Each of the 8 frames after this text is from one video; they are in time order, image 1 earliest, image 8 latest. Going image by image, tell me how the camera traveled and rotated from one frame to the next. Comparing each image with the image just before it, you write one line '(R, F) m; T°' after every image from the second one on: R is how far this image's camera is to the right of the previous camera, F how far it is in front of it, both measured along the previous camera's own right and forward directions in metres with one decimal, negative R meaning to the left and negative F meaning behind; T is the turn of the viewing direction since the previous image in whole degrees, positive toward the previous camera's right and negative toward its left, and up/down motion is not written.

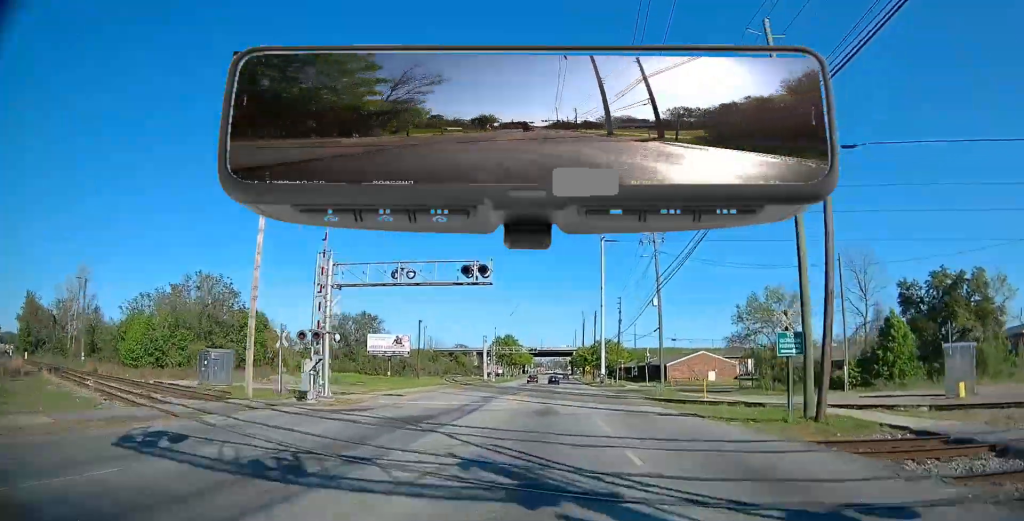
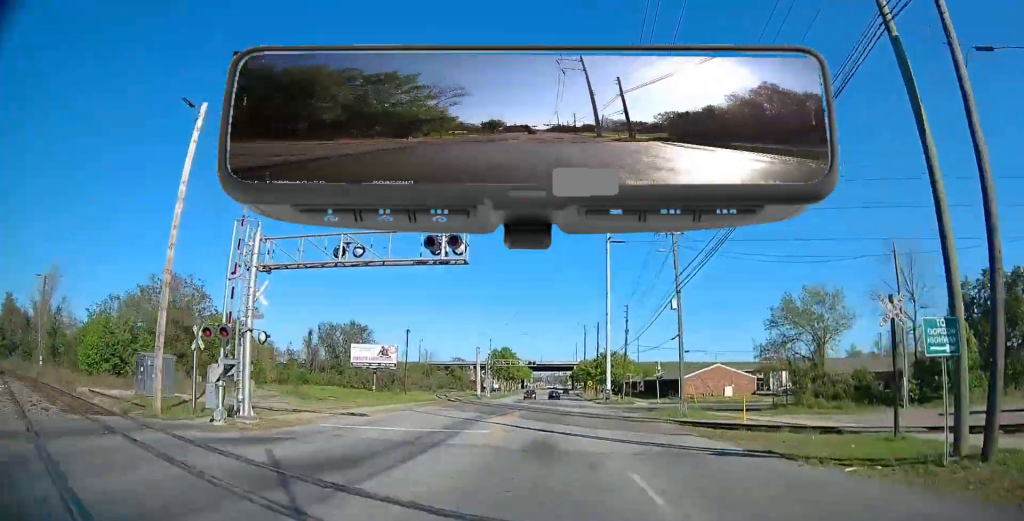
(0.0, +7.6) m; 0°
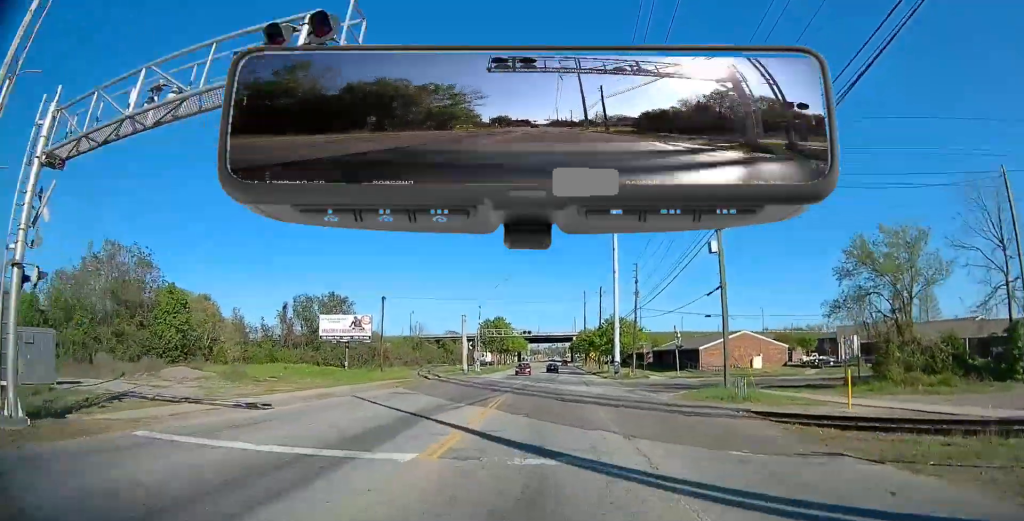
(0.0, +11.1) m; 0°
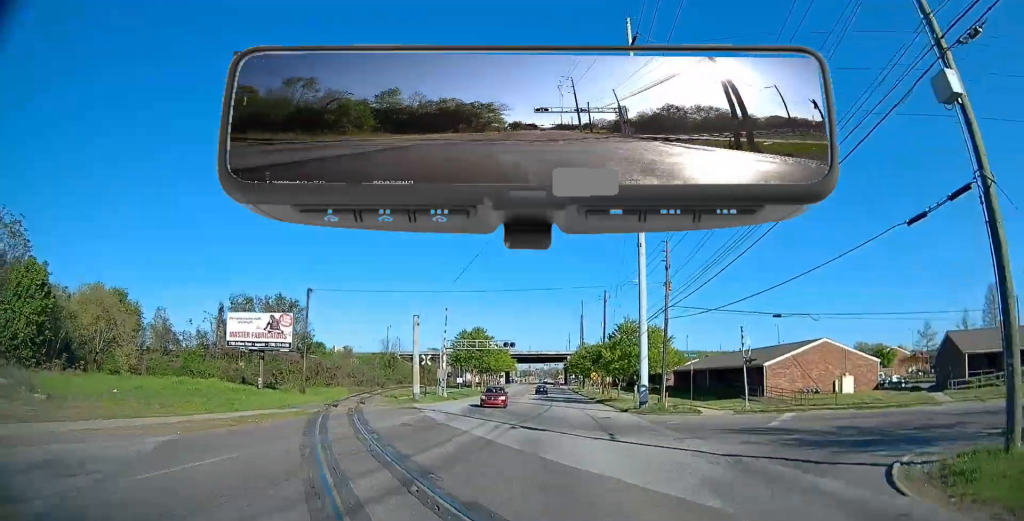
(+0.2, +20.6) m; +1°
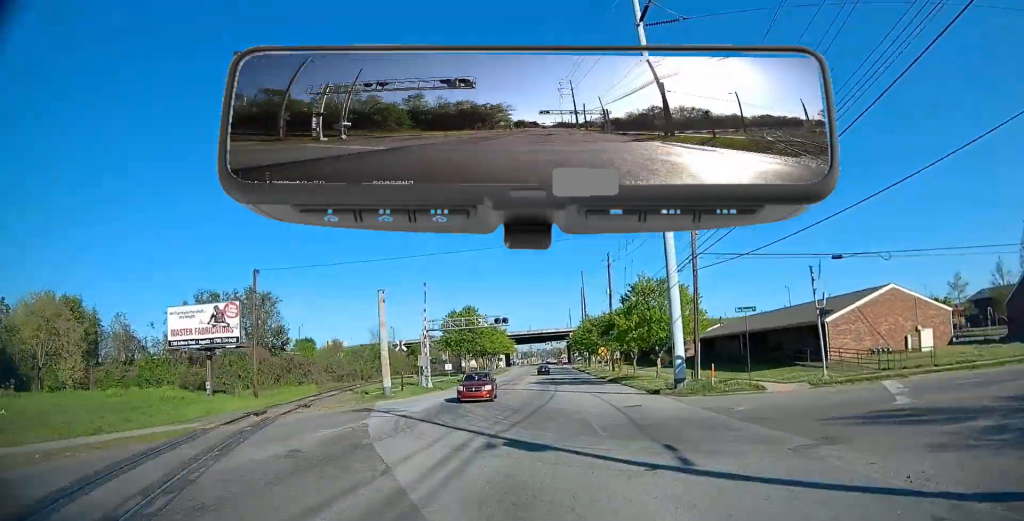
(0.0, +9.5) m; 0°
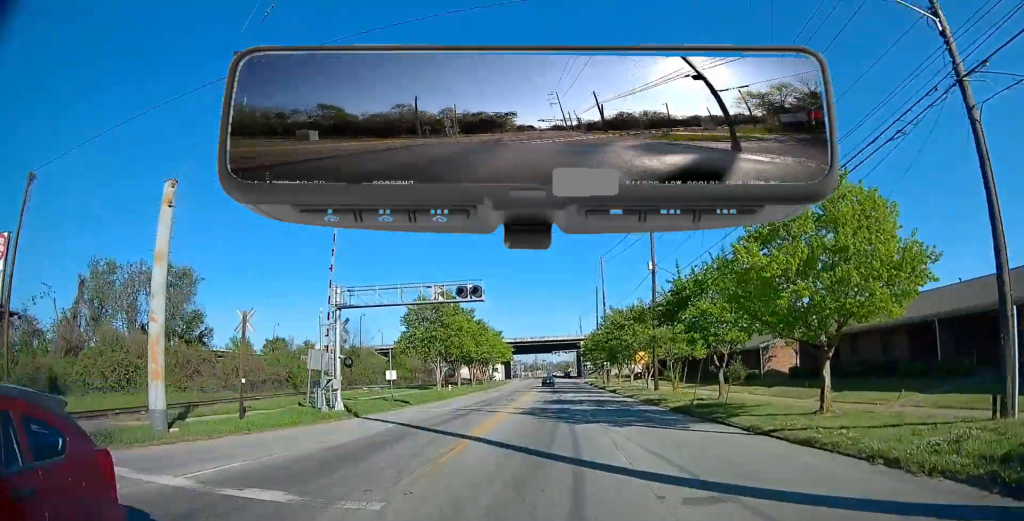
(-0.1, +23.6) m; -1°
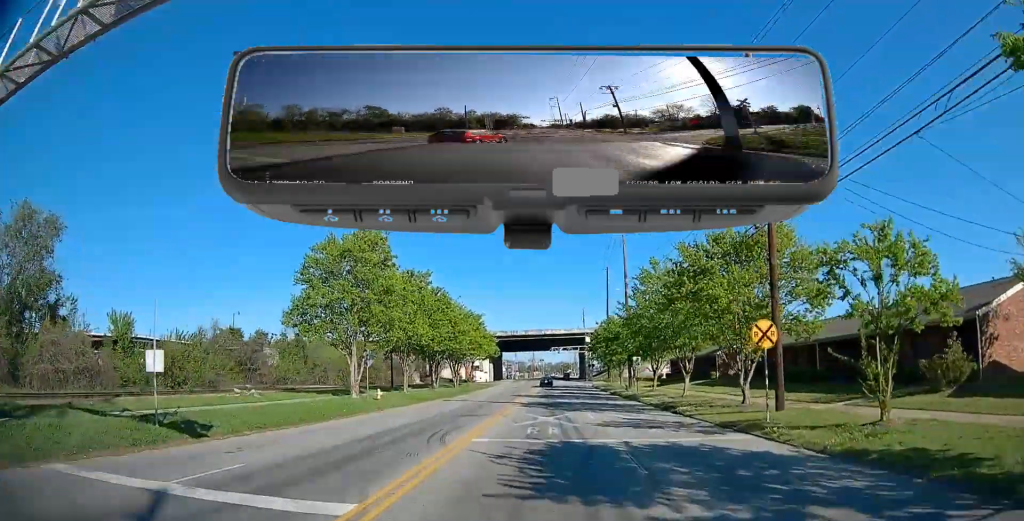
(-0.1, +23.8) m; -1°
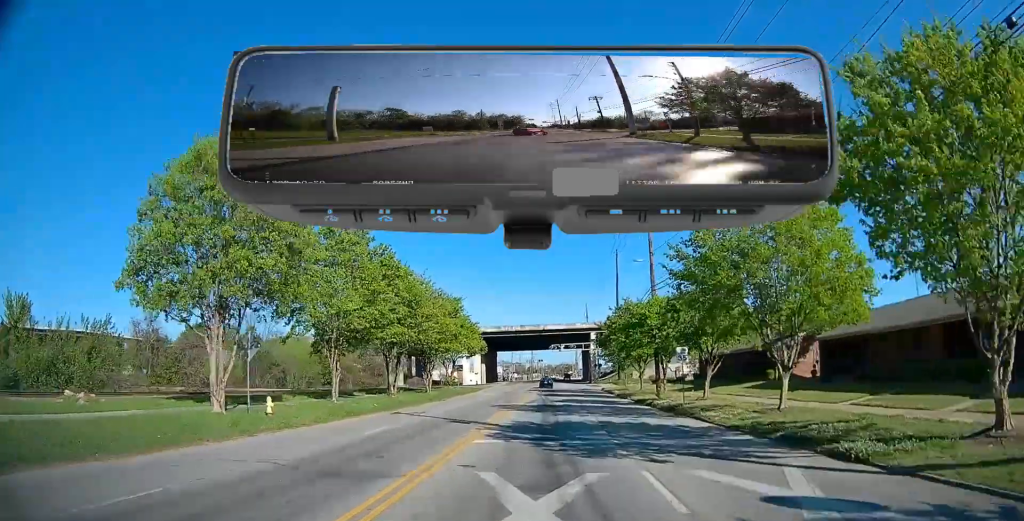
(-0.1, +14.3) m; 0°
